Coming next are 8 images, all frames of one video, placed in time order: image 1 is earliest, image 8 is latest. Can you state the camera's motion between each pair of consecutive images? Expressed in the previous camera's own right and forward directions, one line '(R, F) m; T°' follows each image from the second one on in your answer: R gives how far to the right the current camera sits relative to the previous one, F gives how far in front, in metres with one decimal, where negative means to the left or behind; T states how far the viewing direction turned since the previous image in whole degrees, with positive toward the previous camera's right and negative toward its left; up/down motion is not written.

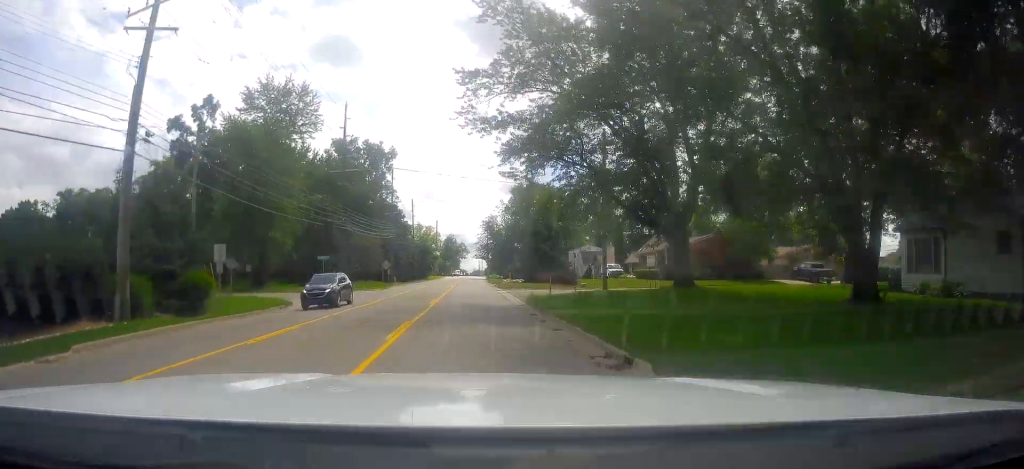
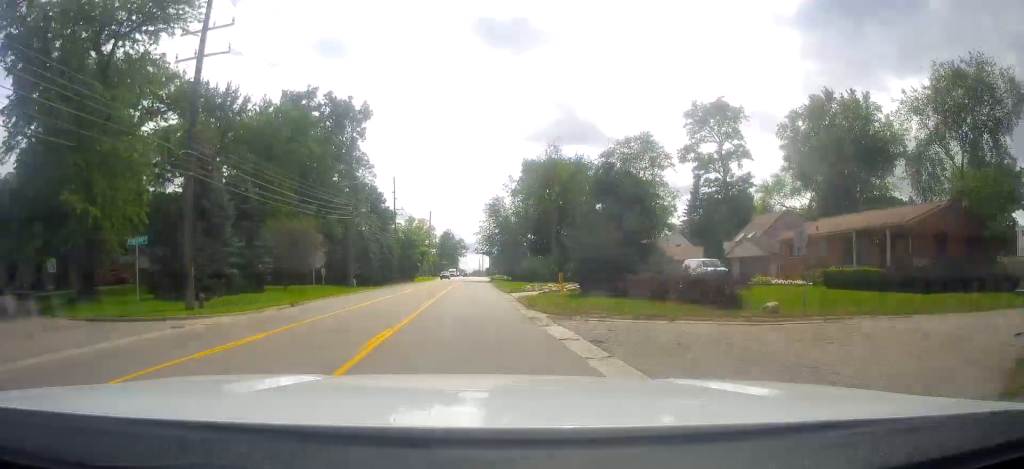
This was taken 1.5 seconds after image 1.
(-0.3, +33.0) m; -1°
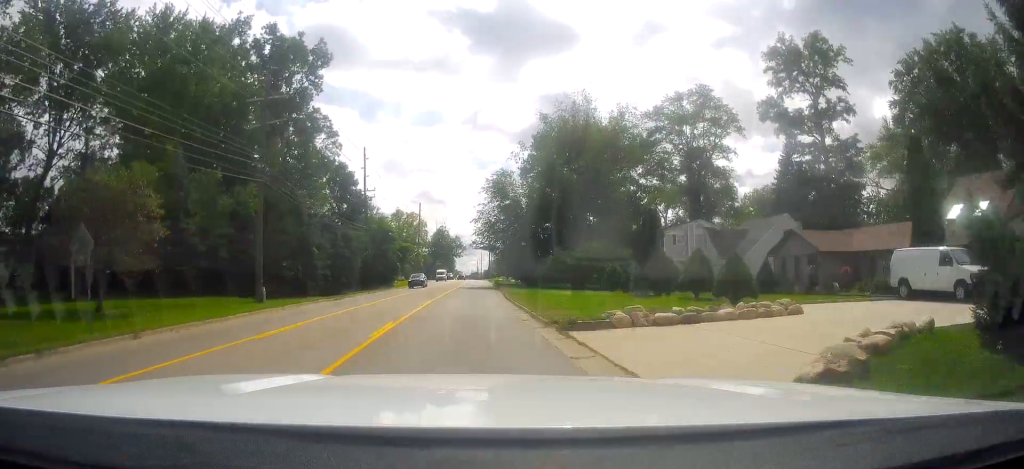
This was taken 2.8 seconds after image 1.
(0.0, +27.8) m; -1°
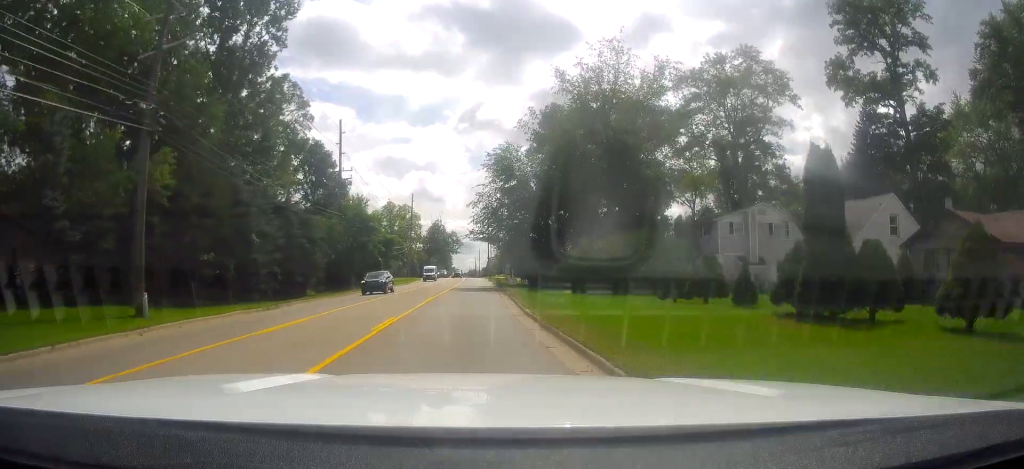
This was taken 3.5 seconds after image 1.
(-0.1, +14.2) m; 0°
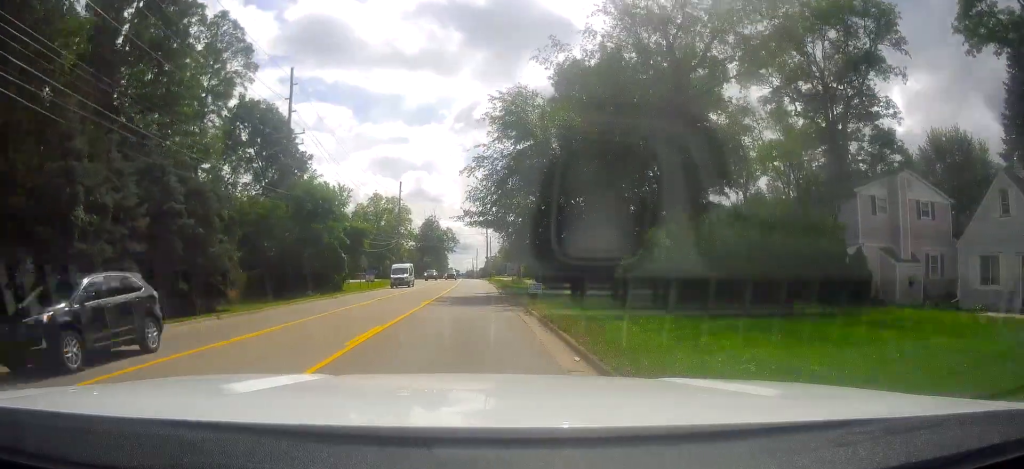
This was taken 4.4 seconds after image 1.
(-0.4, +18.4) m; 0°
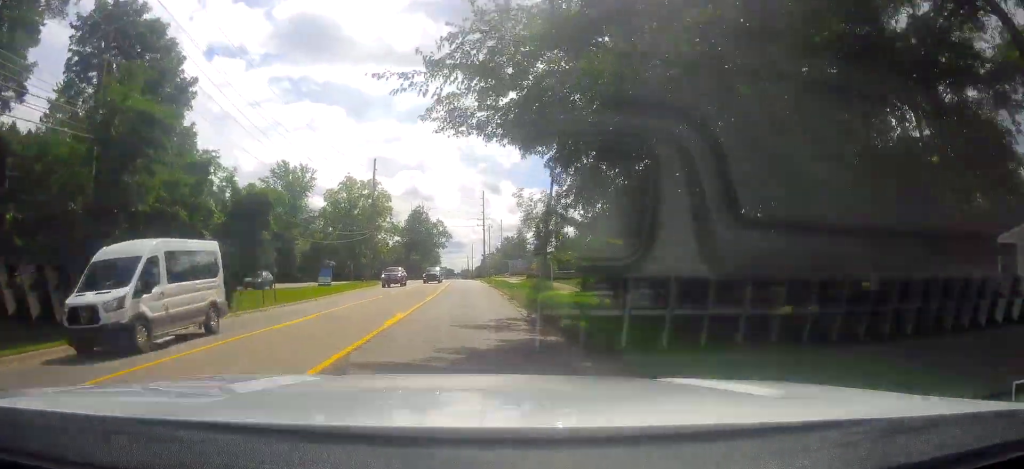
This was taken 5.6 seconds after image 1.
(+0.8, +26.3) m; +2°
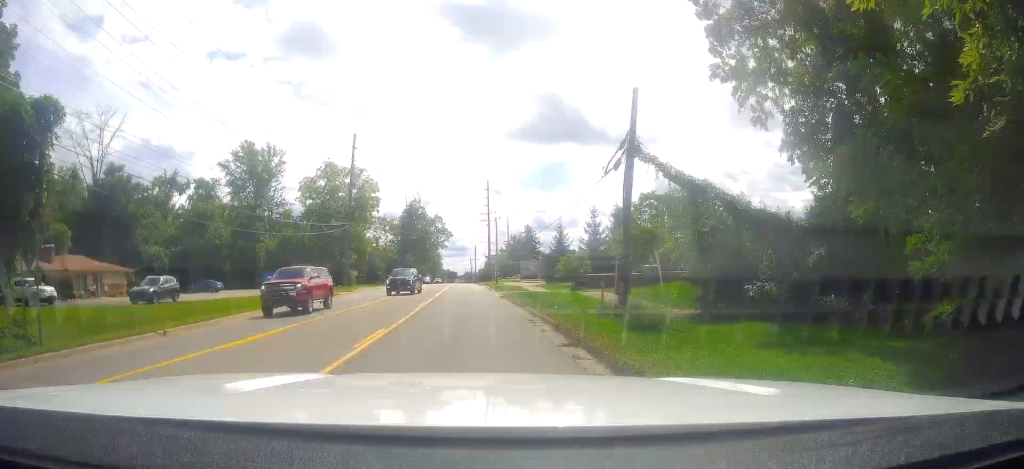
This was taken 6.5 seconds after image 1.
(0.0, +19.2) m; 0°
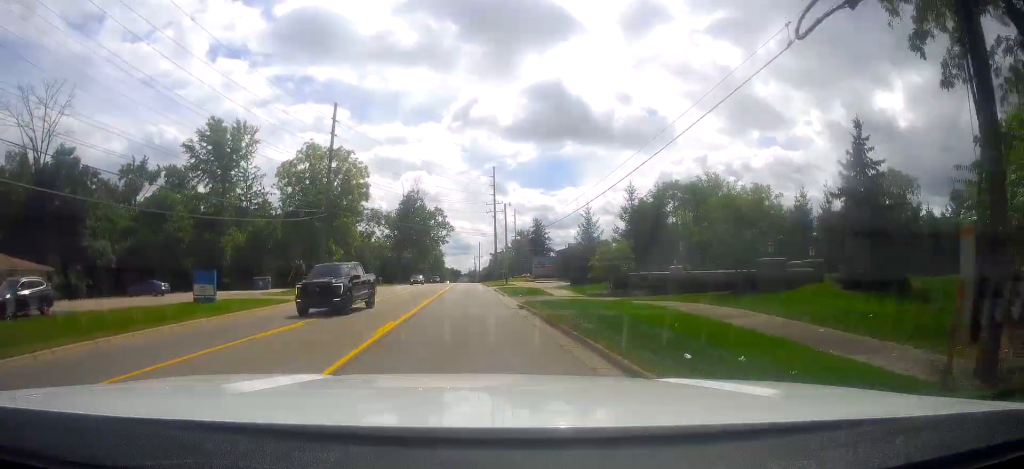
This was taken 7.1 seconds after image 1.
(0.0, +13.5) m; 0°
